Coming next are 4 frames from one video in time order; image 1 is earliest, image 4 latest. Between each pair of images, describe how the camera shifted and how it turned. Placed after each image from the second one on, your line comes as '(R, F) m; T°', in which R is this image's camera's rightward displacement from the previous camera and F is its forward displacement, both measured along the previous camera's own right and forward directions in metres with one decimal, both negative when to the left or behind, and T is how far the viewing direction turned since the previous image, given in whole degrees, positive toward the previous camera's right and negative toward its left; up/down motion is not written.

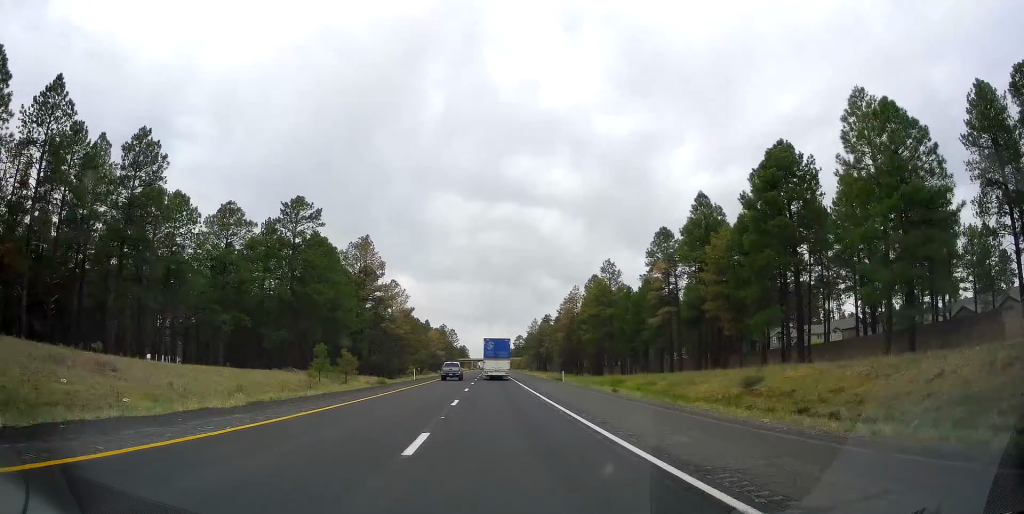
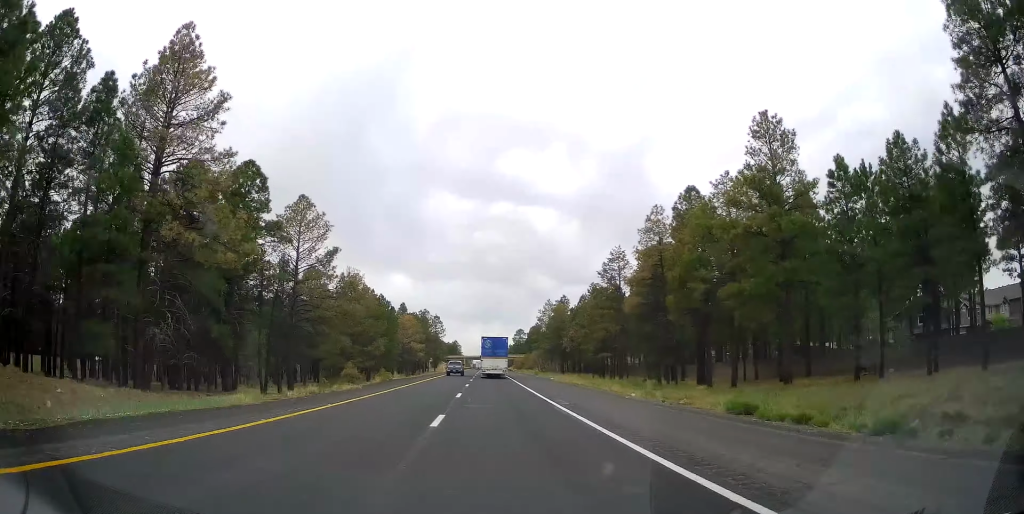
(+1.1, +56.7) m; +1°
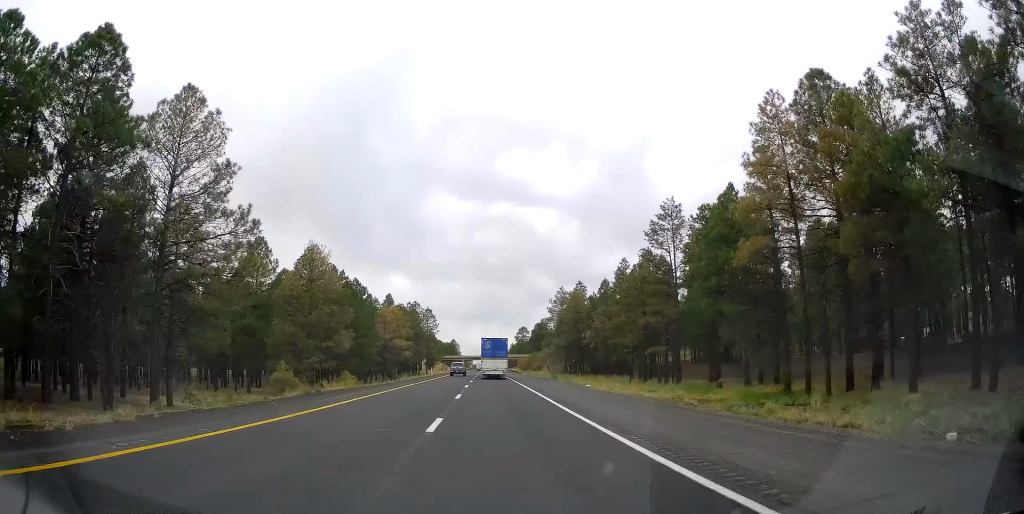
(-0.3, +25.6) m; -1°
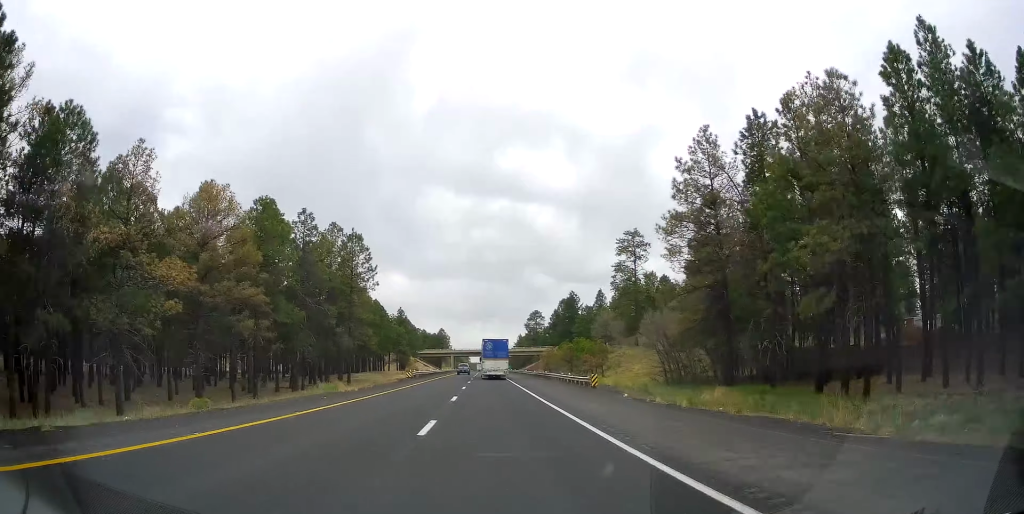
(+0.5, +85.1) m; +1°
